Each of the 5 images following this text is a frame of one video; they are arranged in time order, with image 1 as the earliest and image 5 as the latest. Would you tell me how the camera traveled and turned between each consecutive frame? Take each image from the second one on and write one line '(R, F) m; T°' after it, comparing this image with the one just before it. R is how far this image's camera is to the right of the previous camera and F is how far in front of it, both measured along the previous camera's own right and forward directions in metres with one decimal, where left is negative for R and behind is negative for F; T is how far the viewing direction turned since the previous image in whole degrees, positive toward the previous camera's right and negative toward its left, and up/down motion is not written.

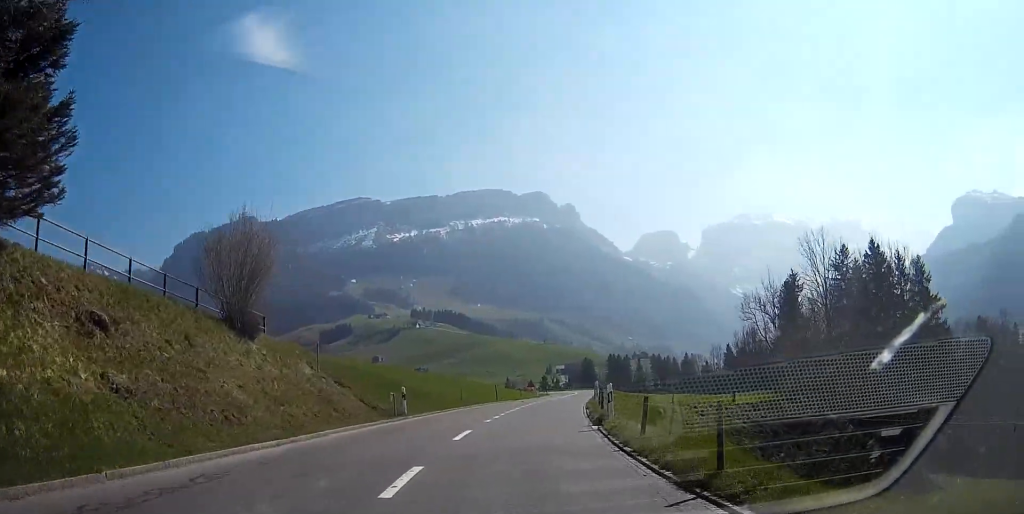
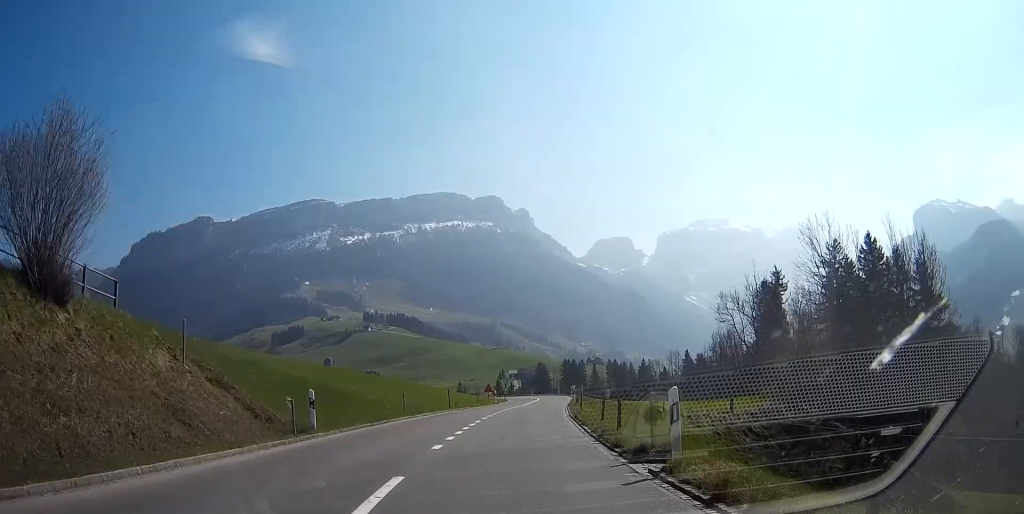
(+0.3, +9.3) m; +5°
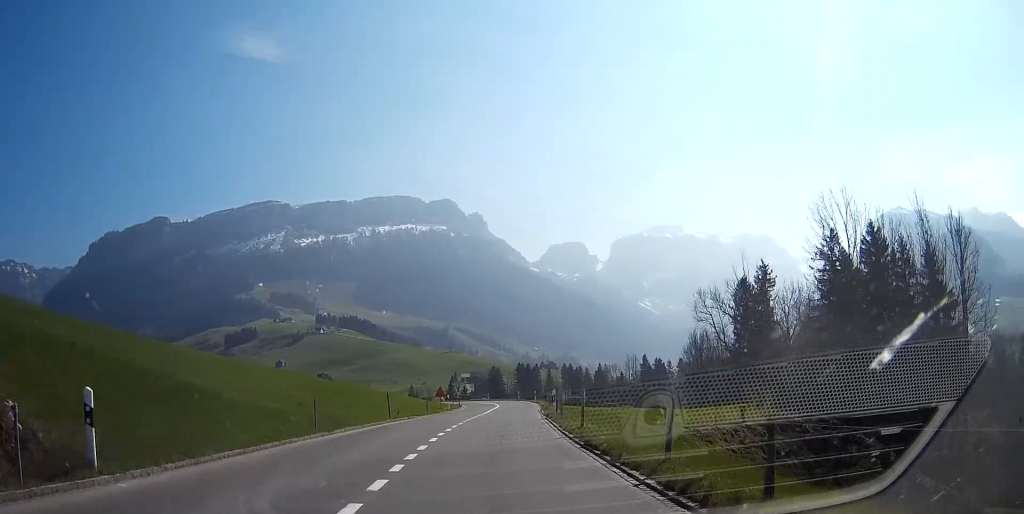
(+0.5, +9.7) m; +4°
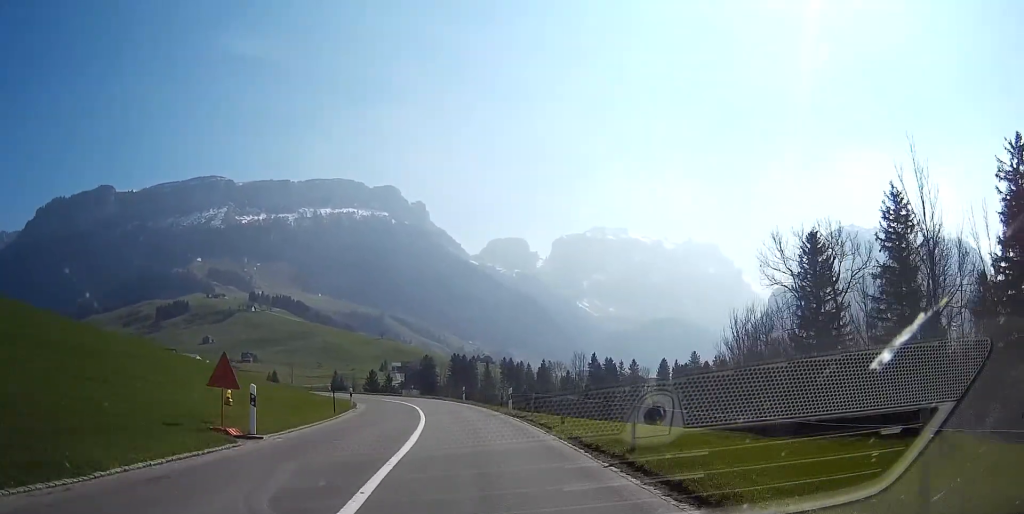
(+2.2, +37.4) m; +4°
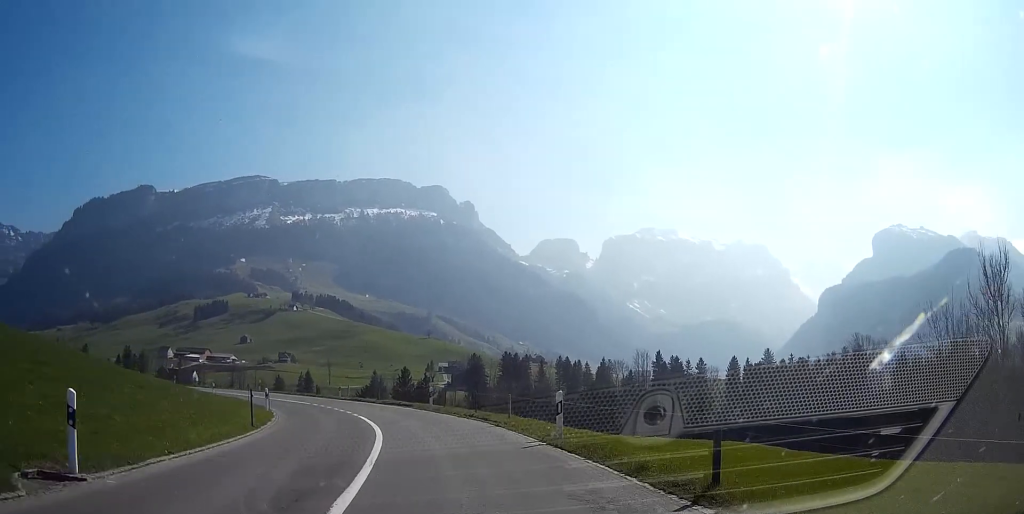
(-1.0, +32.7) m; -5°
